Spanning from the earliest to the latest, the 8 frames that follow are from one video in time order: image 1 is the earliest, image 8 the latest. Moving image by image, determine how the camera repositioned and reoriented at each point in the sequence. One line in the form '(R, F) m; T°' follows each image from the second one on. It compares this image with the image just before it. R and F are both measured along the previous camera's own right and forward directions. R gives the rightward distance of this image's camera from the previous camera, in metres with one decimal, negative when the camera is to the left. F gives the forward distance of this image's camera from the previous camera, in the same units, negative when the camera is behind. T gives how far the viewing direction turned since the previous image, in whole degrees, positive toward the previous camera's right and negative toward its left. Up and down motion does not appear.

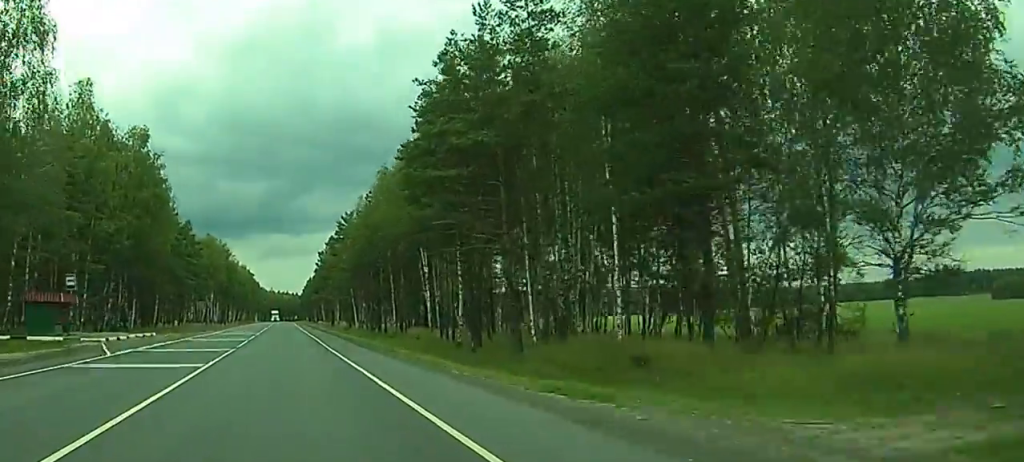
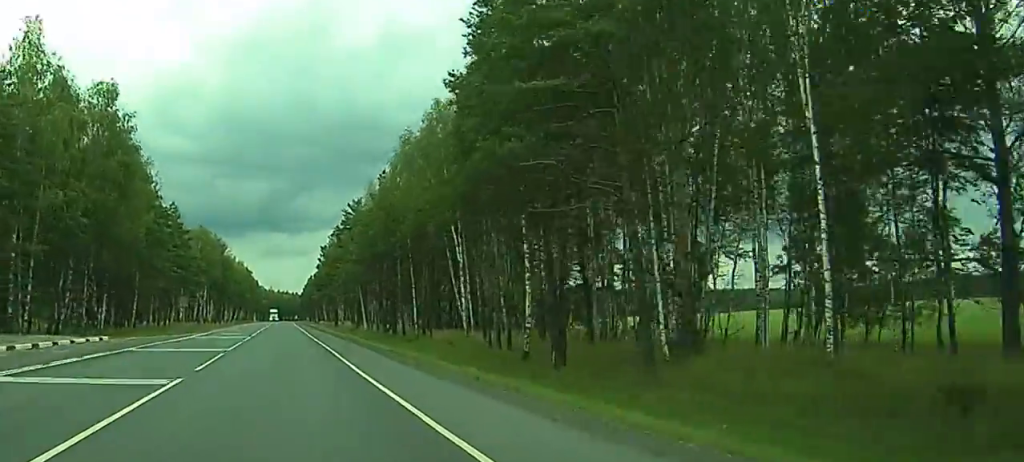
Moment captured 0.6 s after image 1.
(0.0, +17.2) m; 0°
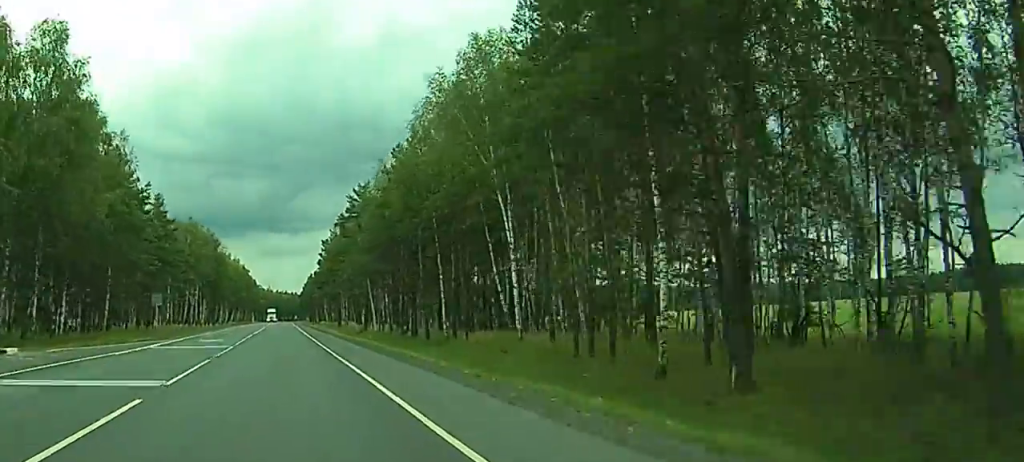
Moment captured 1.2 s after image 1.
(0.0, +16.2) m; 0°
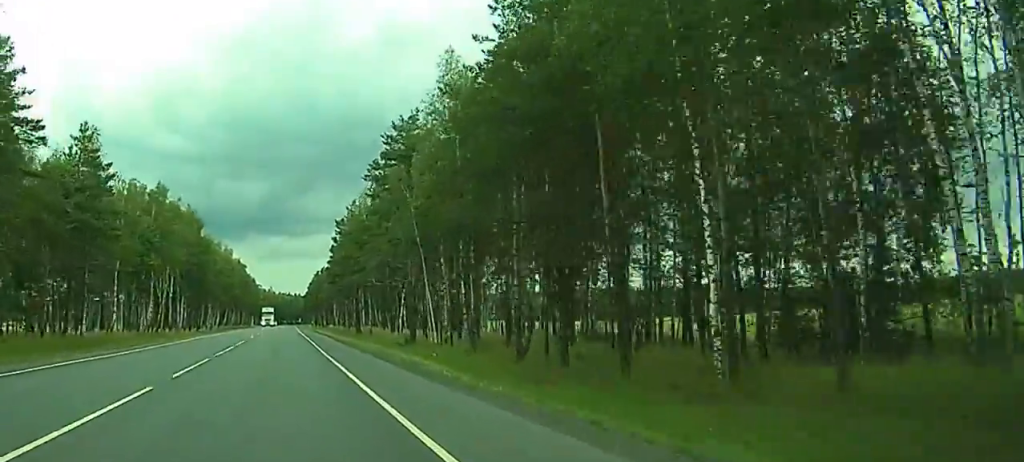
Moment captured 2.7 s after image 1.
(0.0, +44.7) m; 0°
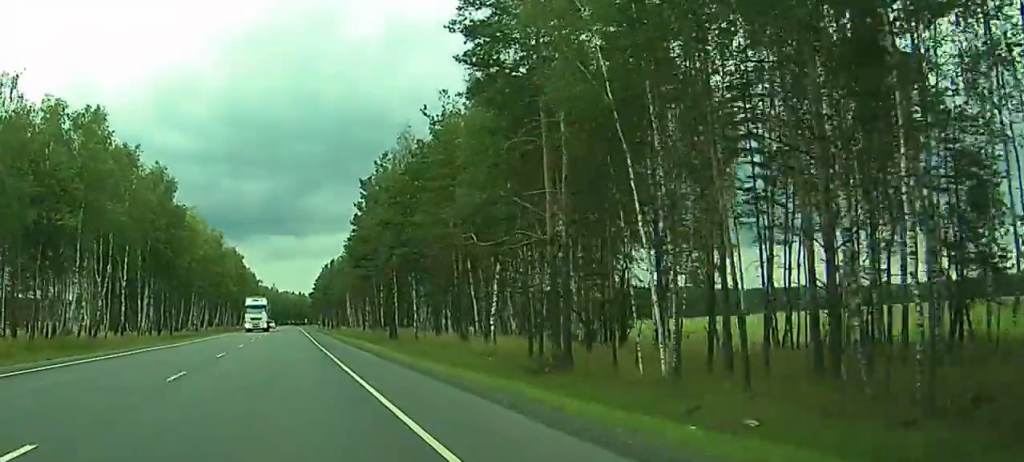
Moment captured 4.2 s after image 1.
(0.0, +42.7) m; 0°
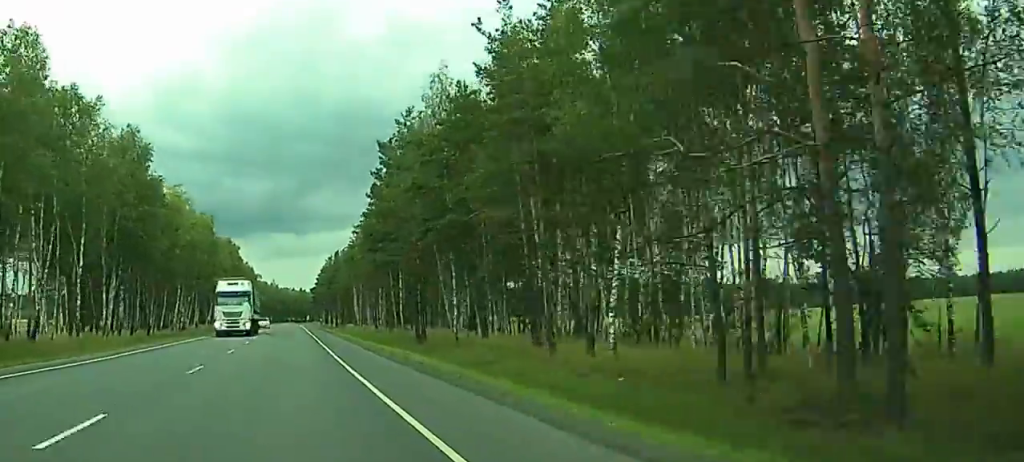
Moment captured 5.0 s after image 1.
(-0.1, +20.9) m; 0°
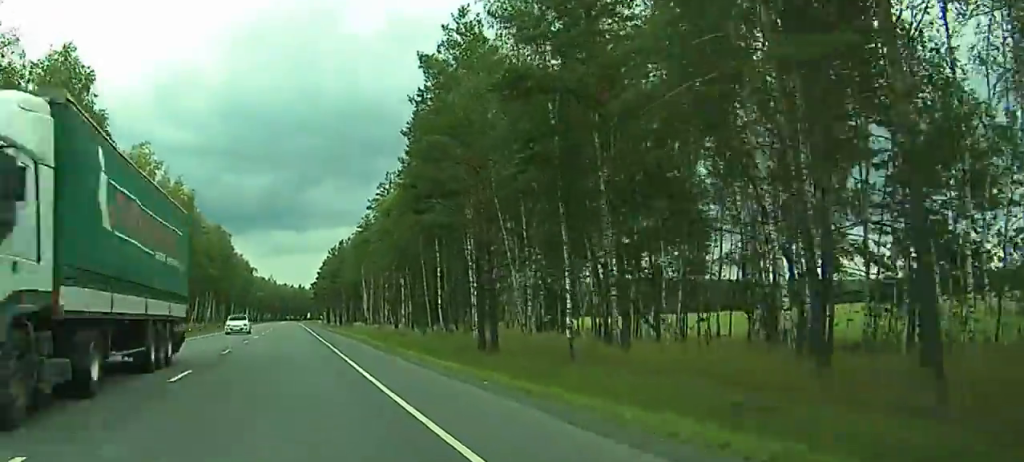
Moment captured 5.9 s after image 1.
(0.0, +27.6) m; 0°
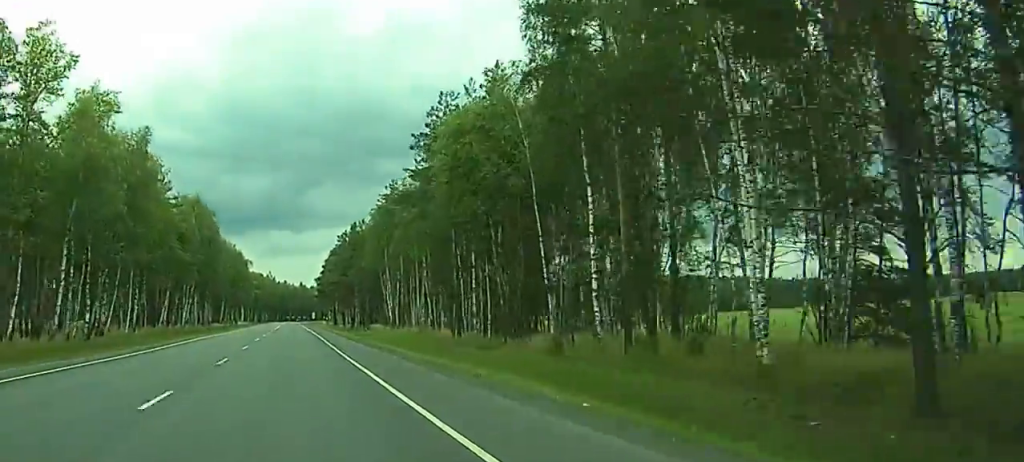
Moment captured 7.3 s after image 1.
(0.0, +40.0) m; 0°
